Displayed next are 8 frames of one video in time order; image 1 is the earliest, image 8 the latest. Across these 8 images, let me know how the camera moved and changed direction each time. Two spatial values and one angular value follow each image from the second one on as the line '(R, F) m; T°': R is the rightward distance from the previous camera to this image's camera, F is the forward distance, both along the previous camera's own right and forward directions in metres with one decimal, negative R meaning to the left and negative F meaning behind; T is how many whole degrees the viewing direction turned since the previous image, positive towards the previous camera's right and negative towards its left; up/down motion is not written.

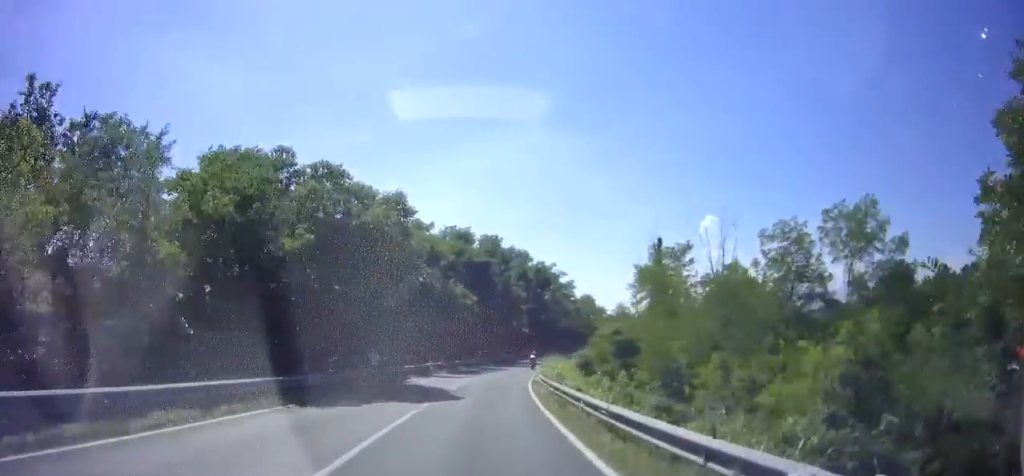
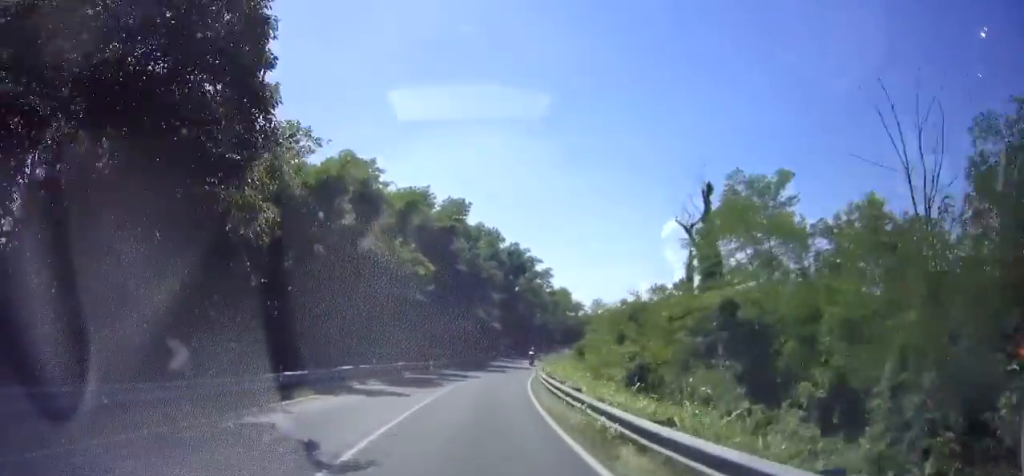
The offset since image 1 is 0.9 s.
(+0.3, +15.9) m; +5°
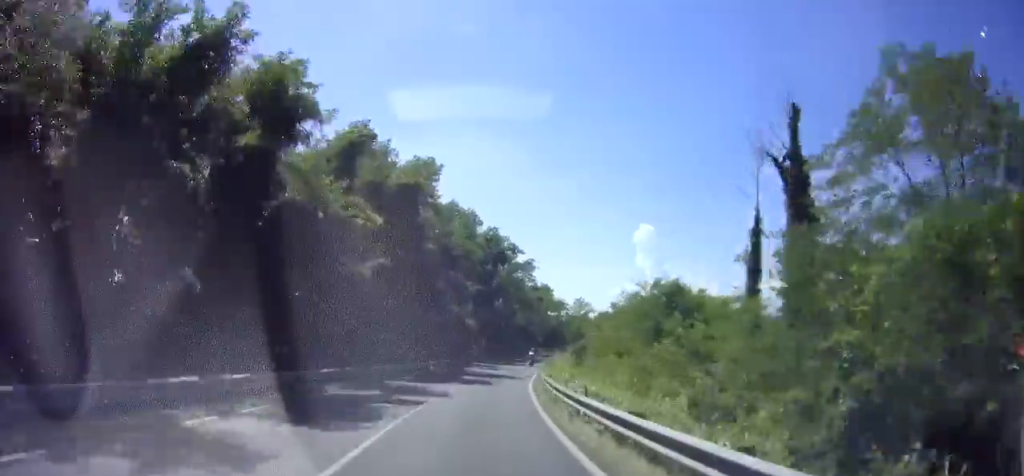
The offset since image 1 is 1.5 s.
(+0.8, +11.1) m; +4°
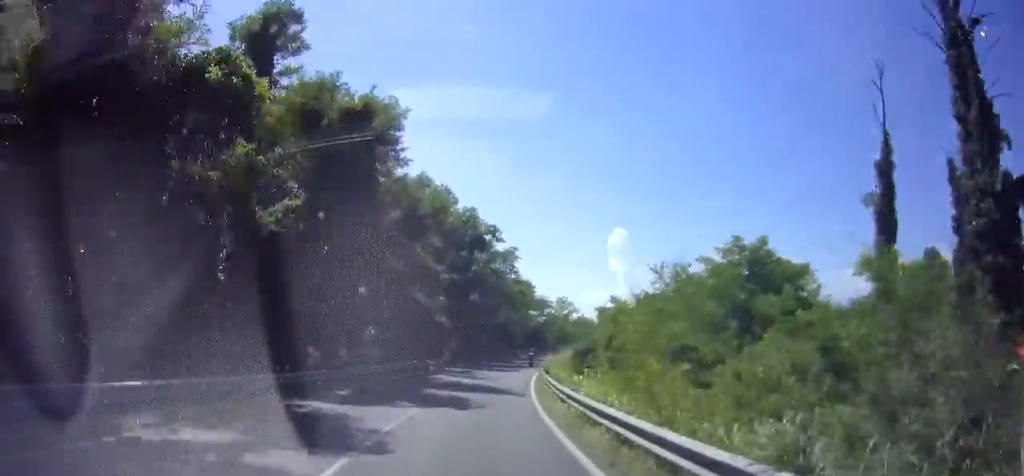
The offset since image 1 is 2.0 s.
(+0.3, +9.9) m; +3°
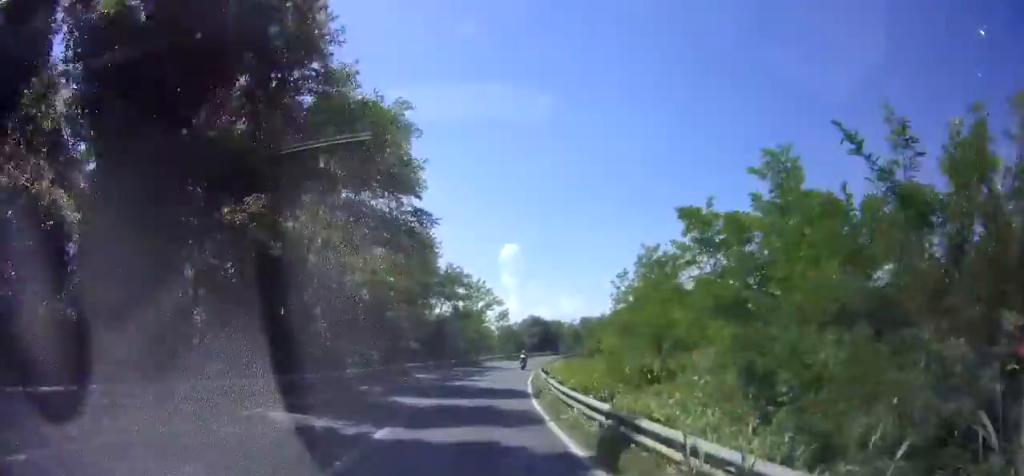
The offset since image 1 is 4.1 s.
(+3.4, +38.4) m; +11°
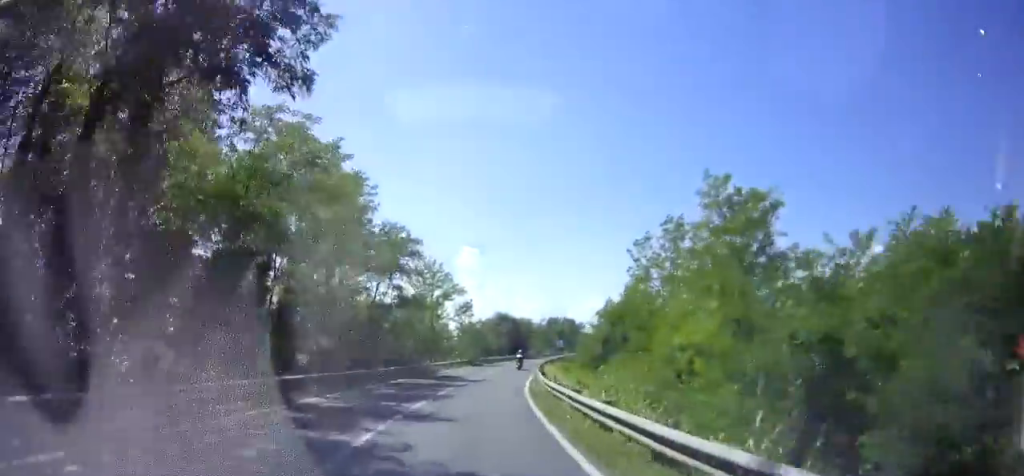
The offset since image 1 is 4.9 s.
(+0.9, +16.2) m; +4°
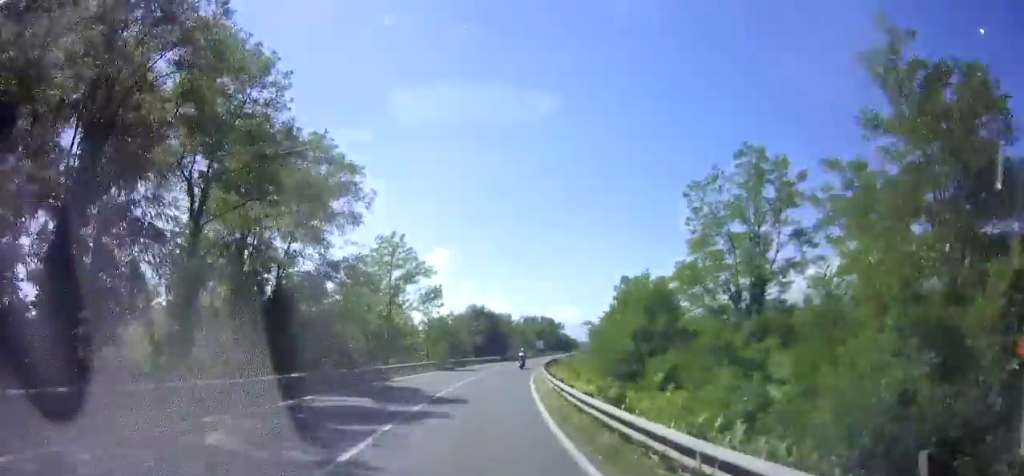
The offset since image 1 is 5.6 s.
(-0.1, +12.5) m; +3°
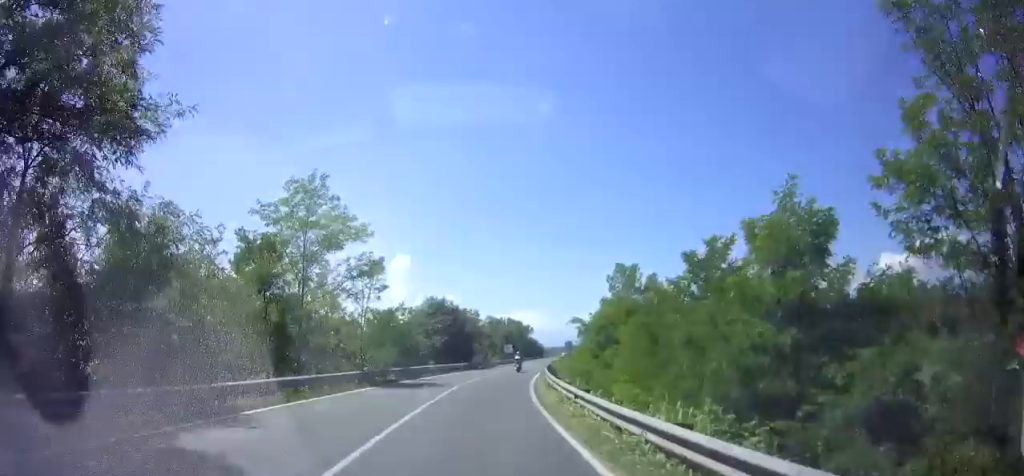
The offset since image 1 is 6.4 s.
(+0.7, +14.2) m; +4°
